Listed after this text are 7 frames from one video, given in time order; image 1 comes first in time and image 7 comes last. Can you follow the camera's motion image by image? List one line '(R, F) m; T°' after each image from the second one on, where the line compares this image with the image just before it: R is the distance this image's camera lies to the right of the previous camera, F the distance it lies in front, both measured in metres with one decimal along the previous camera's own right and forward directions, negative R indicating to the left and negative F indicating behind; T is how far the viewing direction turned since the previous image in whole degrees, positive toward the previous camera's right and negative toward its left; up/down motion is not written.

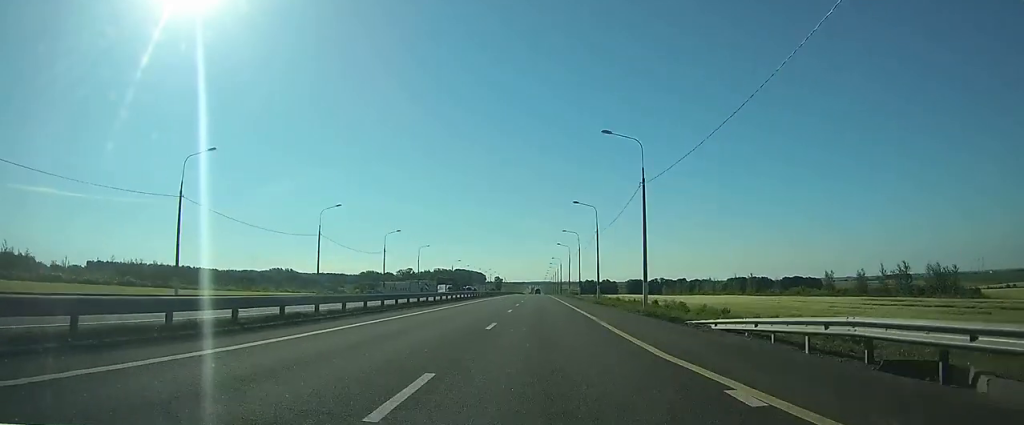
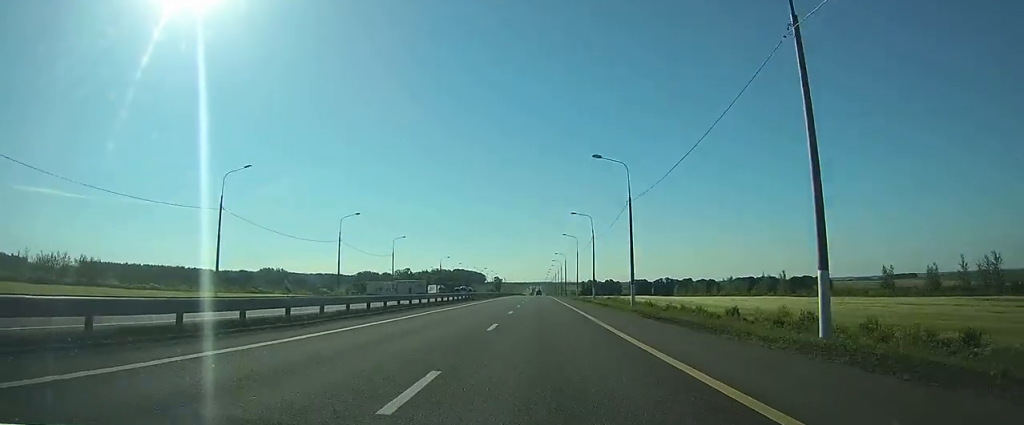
(0.0, +23.3) m; 0°
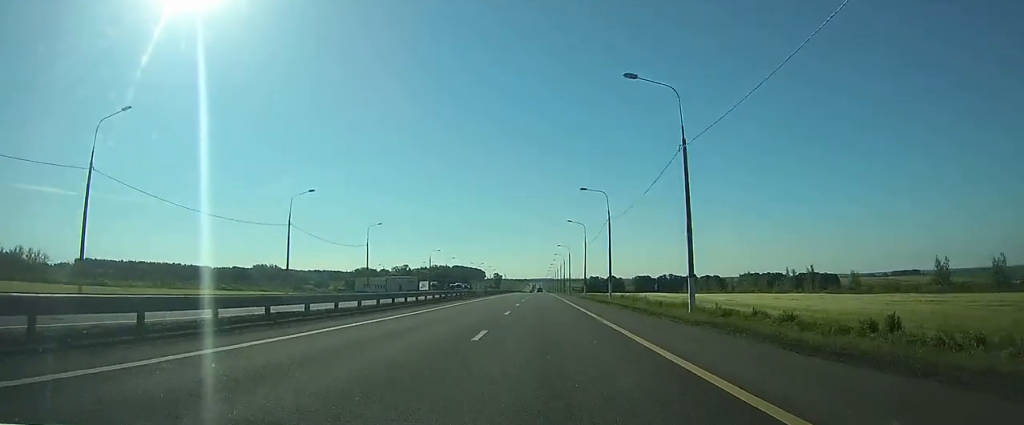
(0.0, +16.2) m; 0°
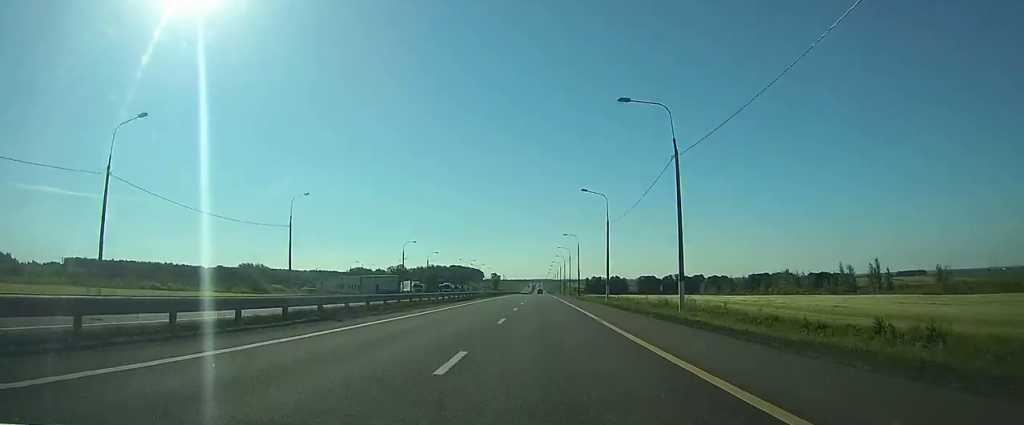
(0.0, +28.5) m; 0°
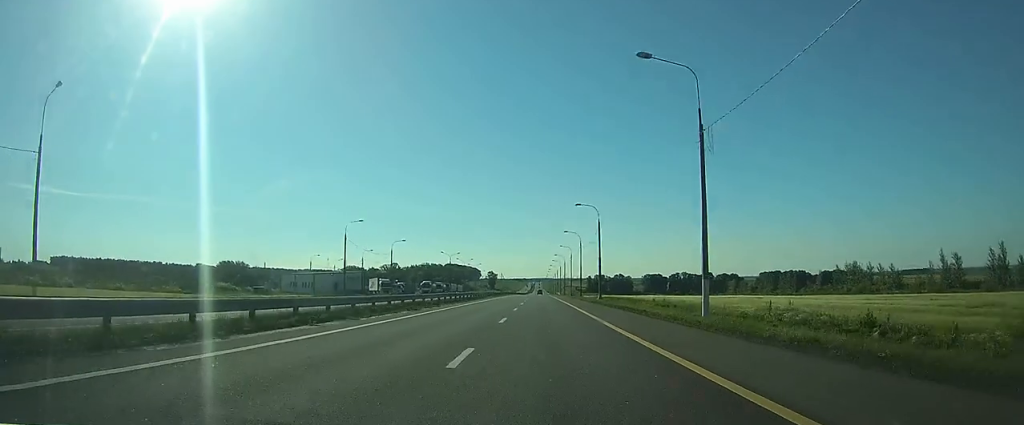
(0.0, +34.7) m; 0°
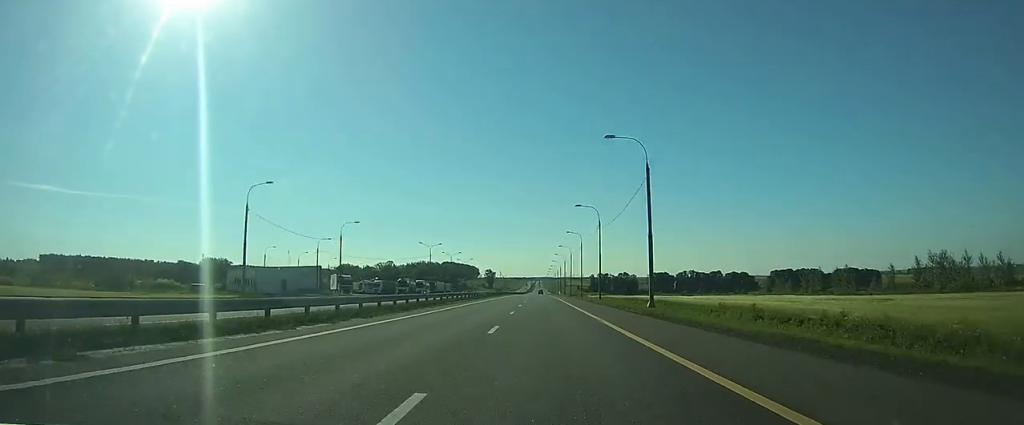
(0.0, +28.8) m; 0°
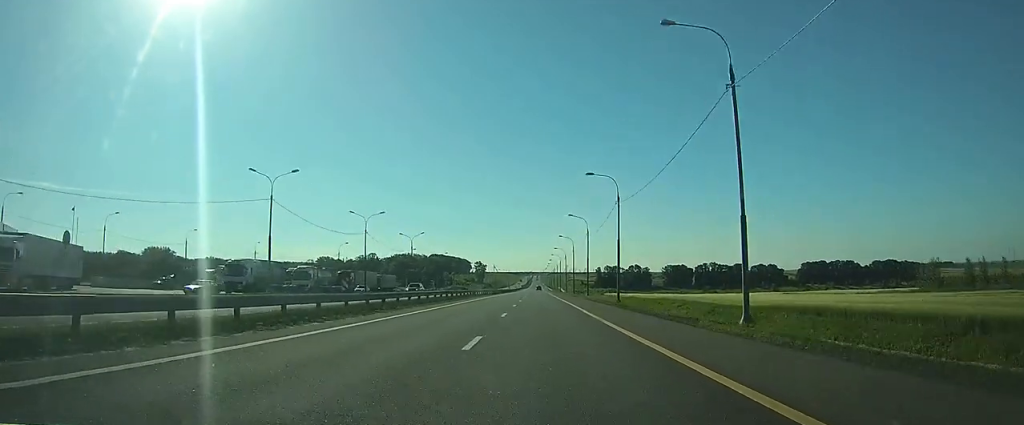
(+0.3, +75.7) m; 0°
